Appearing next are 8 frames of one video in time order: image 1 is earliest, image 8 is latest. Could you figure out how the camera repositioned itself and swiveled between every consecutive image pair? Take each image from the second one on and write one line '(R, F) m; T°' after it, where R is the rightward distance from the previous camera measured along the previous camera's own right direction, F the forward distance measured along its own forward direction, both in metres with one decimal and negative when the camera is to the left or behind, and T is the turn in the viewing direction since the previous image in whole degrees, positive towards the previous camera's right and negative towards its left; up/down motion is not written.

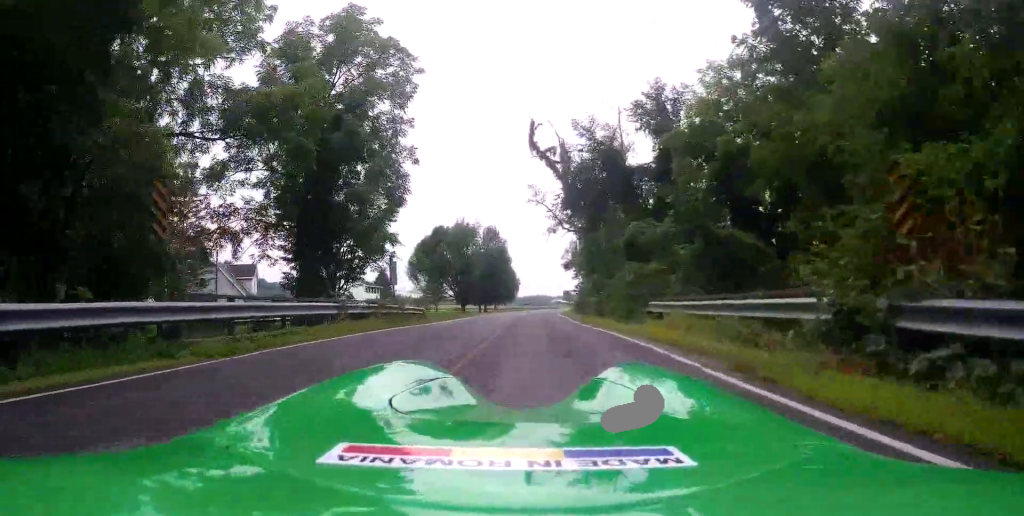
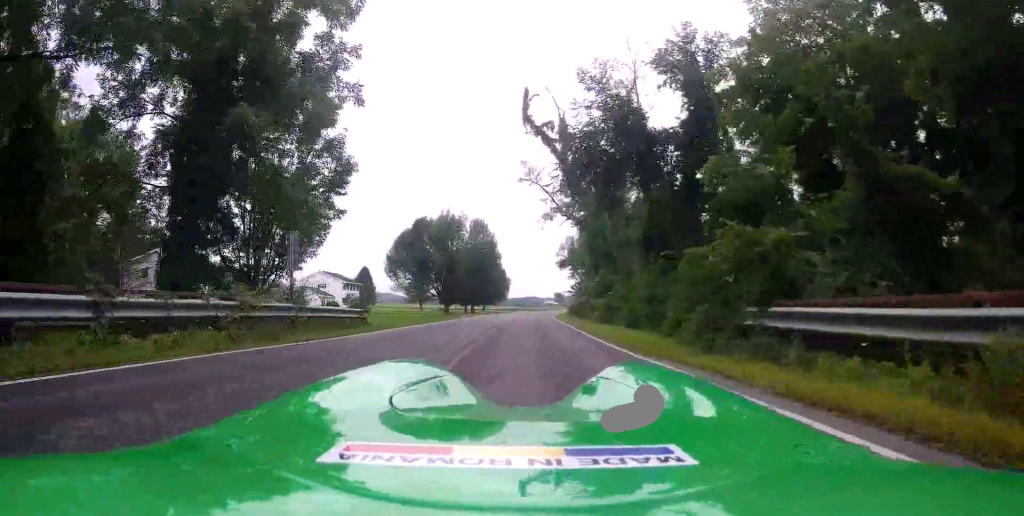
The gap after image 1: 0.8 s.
(+0.1, +11.1) m; +2°
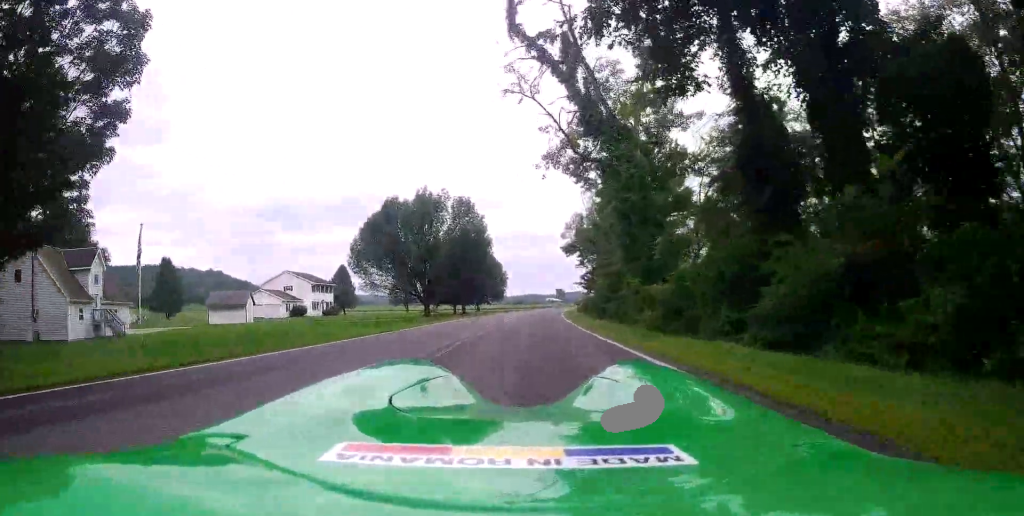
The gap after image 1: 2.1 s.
(+0.5, +18.7) m; +2°
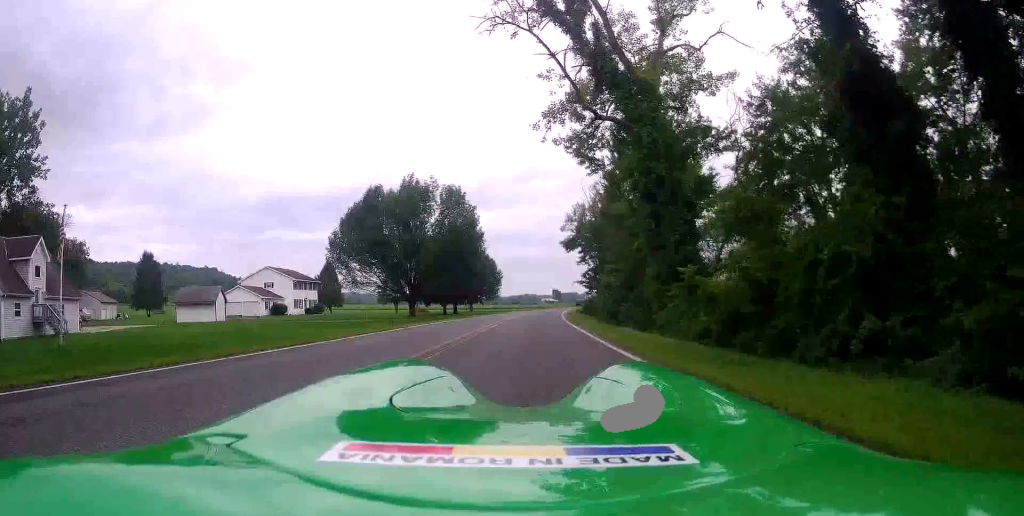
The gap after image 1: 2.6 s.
(0.0, +6.8) m; 0°
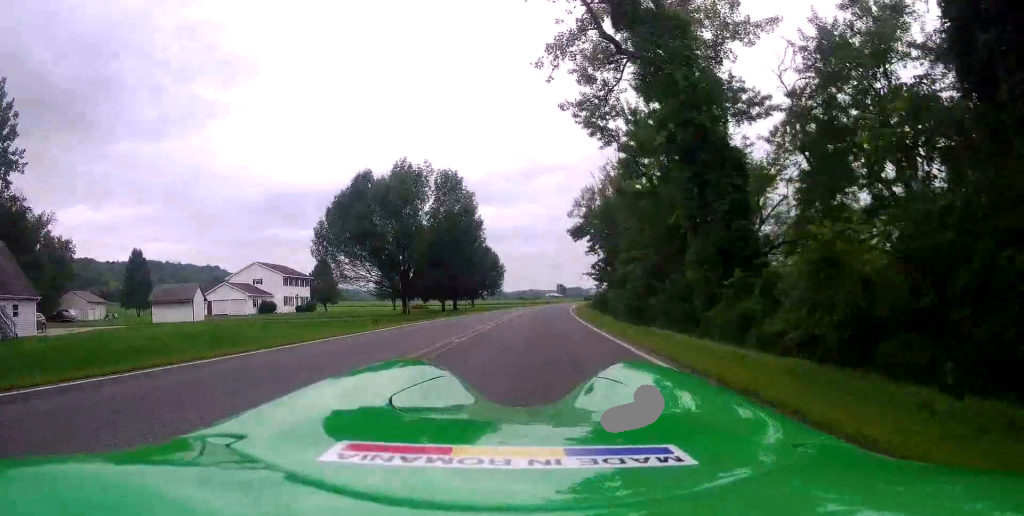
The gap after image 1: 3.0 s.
(0.0, +5.6) m; 0°
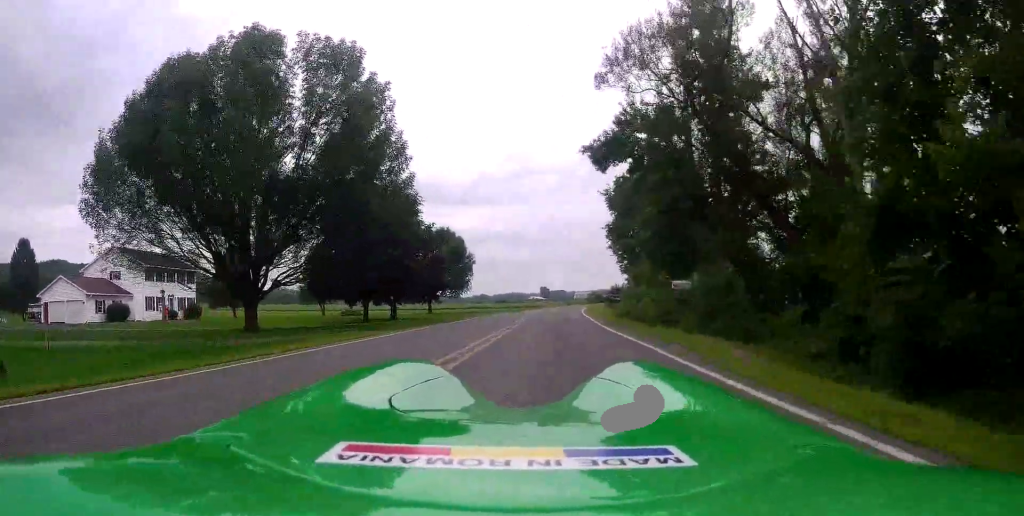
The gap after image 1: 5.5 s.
(+0.3, +30.9) m; +1°
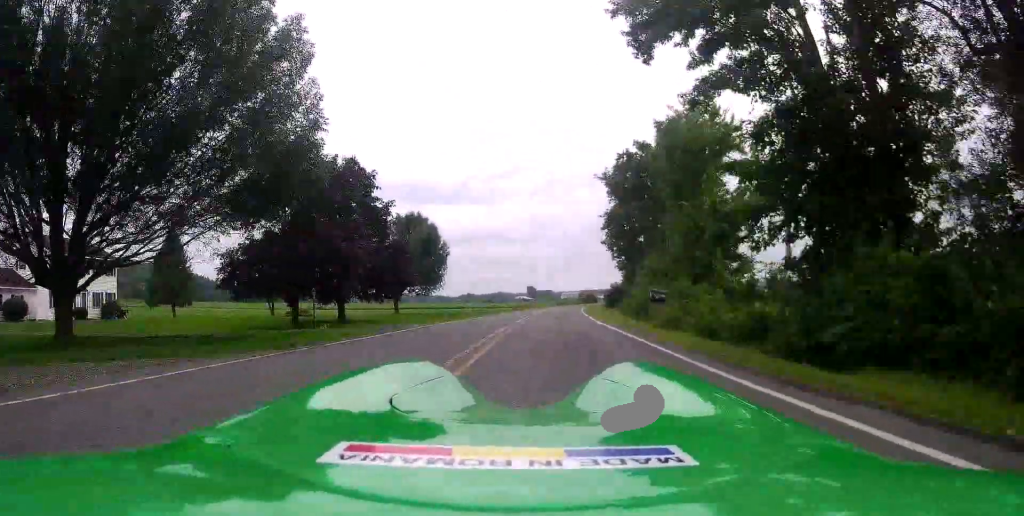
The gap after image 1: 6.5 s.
(0.0, +12.9) m; 0°
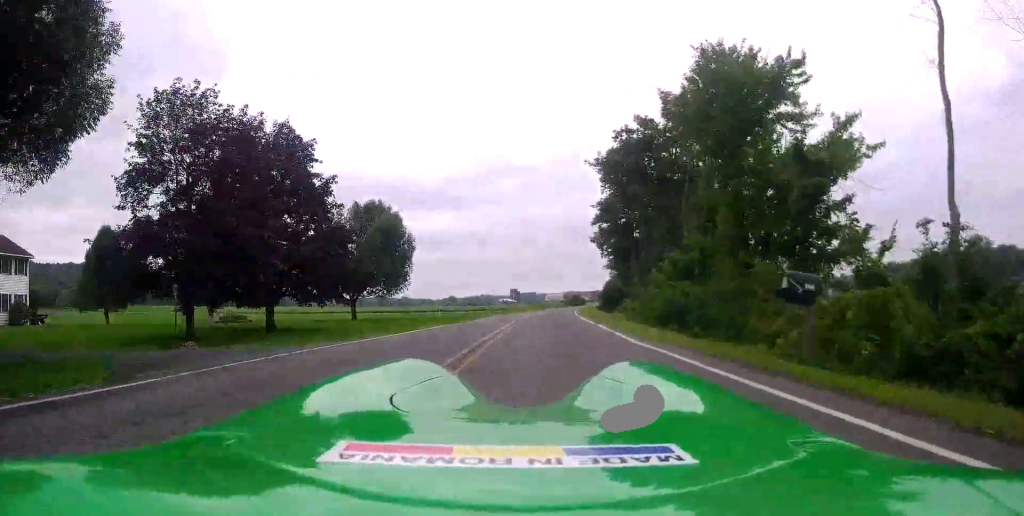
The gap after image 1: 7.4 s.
(0.0, +10.8) m; +2°
